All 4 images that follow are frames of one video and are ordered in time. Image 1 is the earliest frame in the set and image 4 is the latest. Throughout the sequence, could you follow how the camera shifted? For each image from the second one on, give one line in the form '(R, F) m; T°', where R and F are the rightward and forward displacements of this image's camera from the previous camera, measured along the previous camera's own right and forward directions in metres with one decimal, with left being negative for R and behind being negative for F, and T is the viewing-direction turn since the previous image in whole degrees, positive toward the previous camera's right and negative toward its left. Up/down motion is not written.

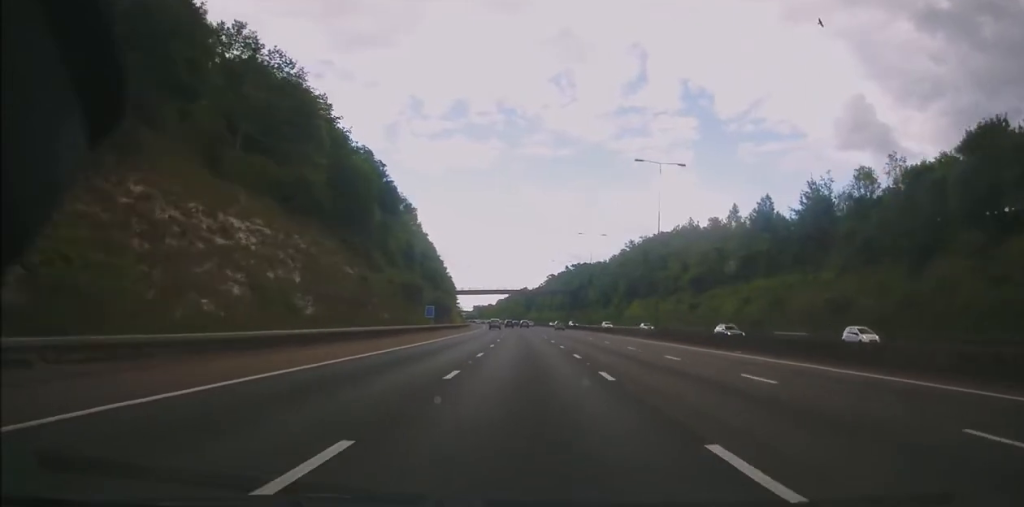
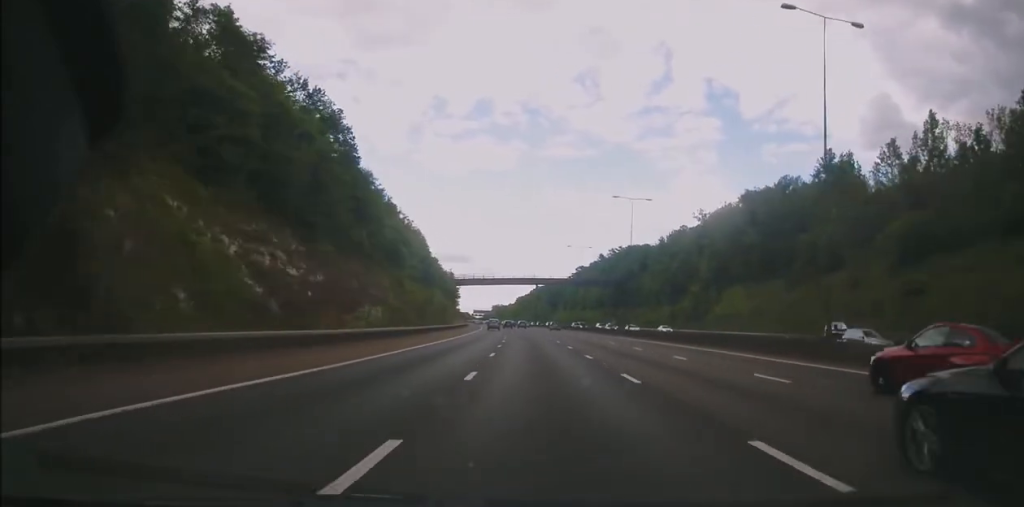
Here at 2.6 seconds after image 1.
(-2.4, +71.0) m; -3°
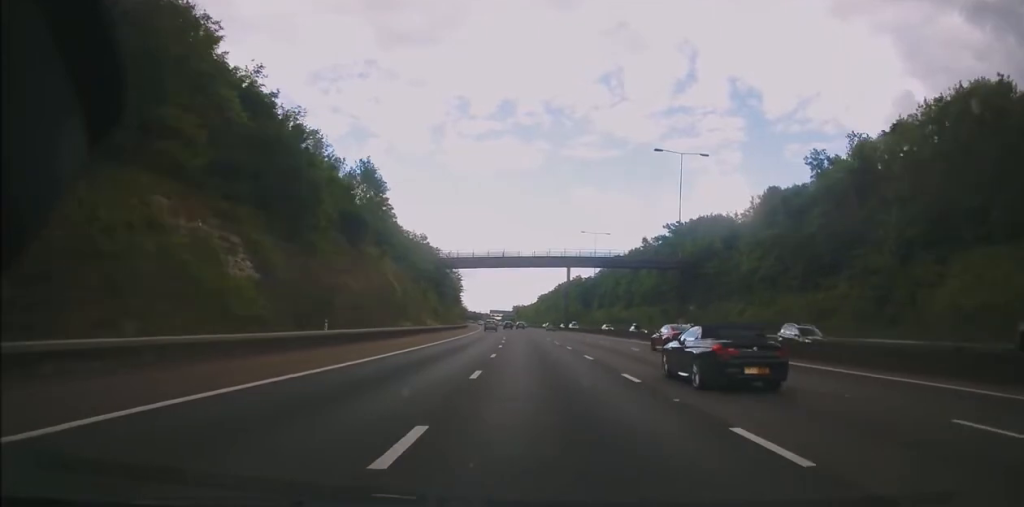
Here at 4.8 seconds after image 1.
(-0.4, +61.5) m; -2°
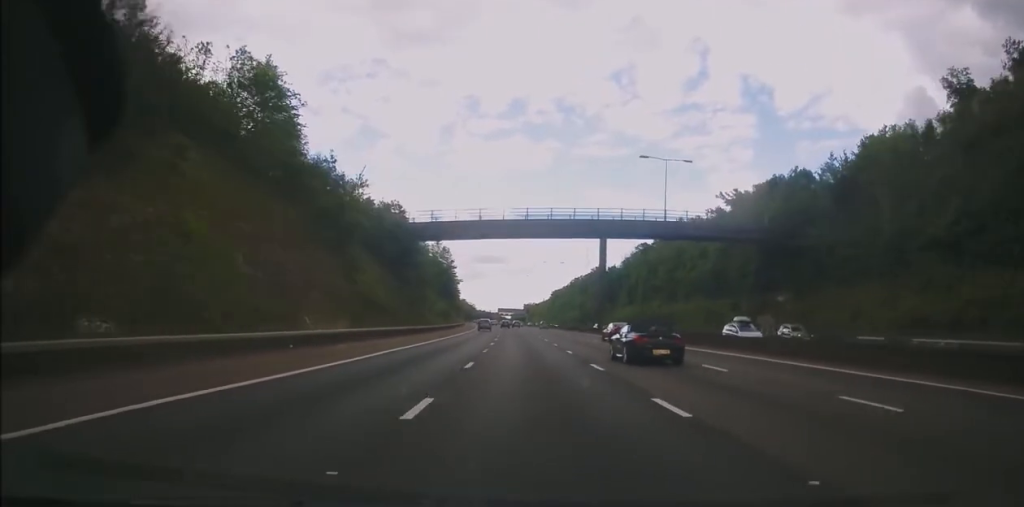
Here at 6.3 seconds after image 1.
(-0.8, +41.2) m; -1°
